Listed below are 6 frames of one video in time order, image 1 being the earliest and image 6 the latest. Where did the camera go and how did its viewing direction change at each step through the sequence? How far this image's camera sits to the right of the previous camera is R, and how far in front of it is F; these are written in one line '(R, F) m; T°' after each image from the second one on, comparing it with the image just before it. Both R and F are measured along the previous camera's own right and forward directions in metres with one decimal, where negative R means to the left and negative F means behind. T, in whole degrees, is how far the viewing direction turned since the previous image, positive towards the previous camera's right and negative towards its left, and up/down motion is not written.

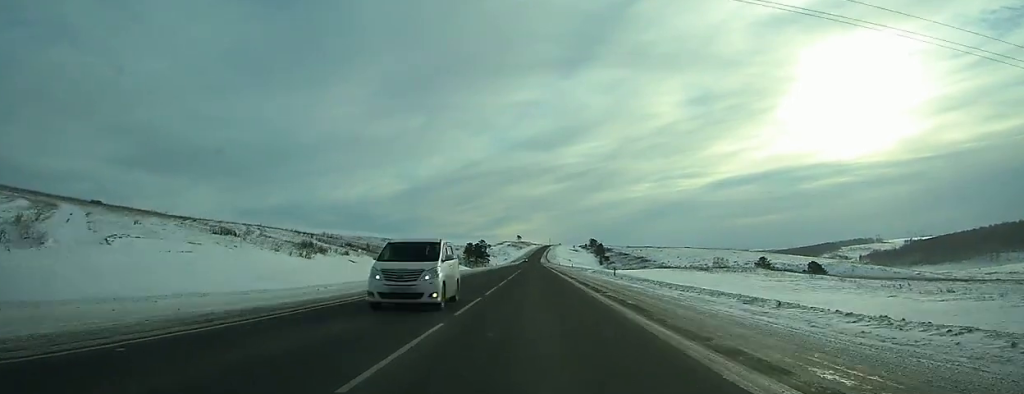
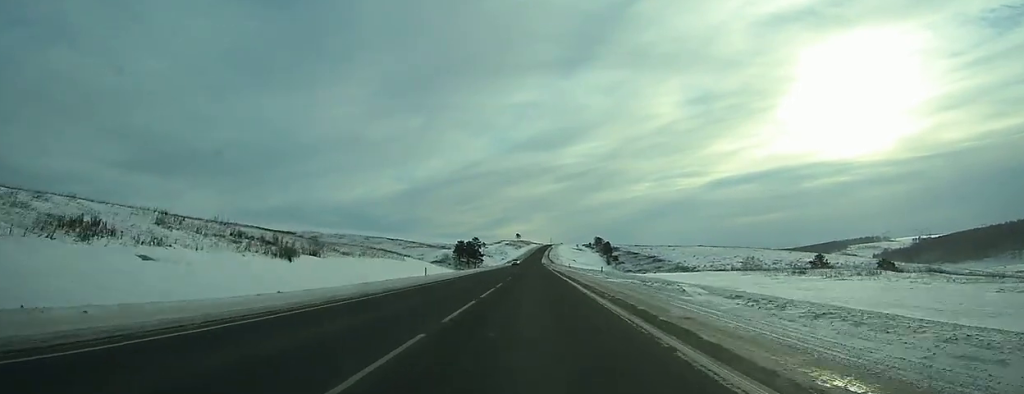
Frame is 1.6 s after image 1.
(-0.1, +40.7) m; 0°
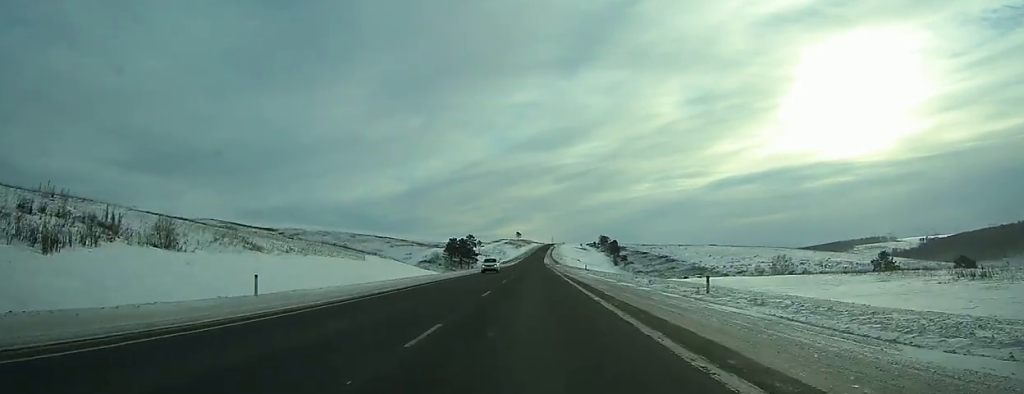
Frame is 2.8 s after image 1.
(0.0, +29.4) m; 0°
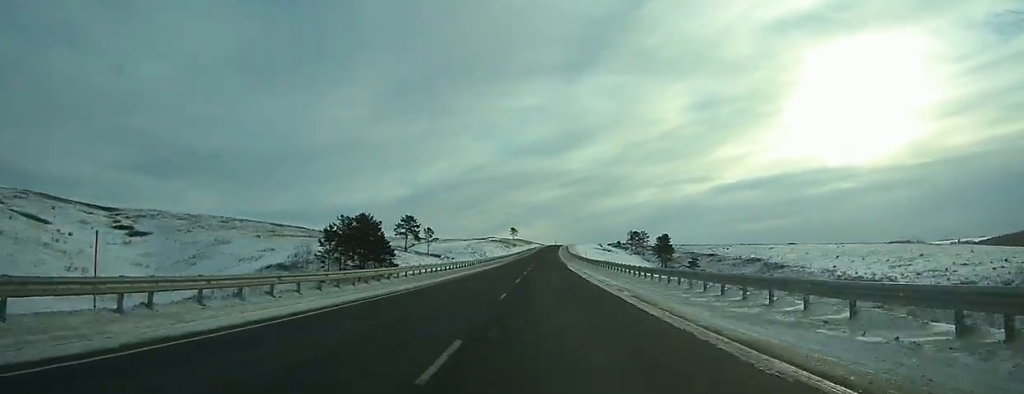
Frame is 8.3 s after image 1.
(-0.2, +140.9) m; 0°
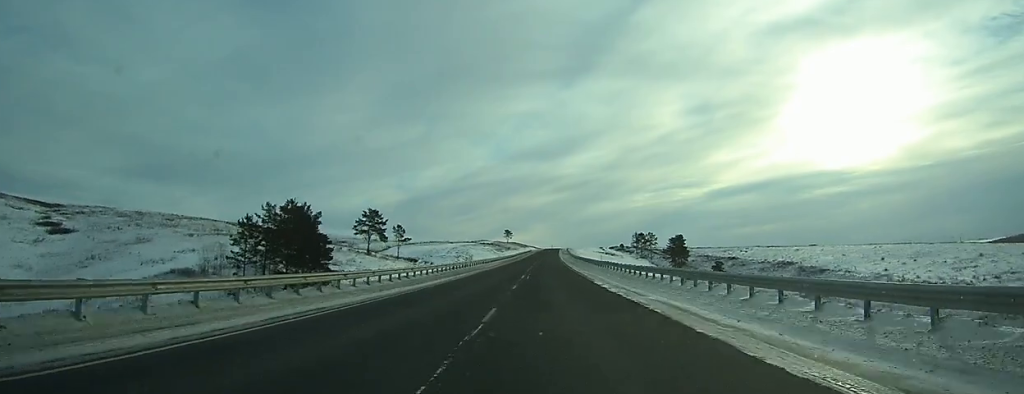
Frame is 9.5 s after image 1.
(0.0, +30.3) m; 0°
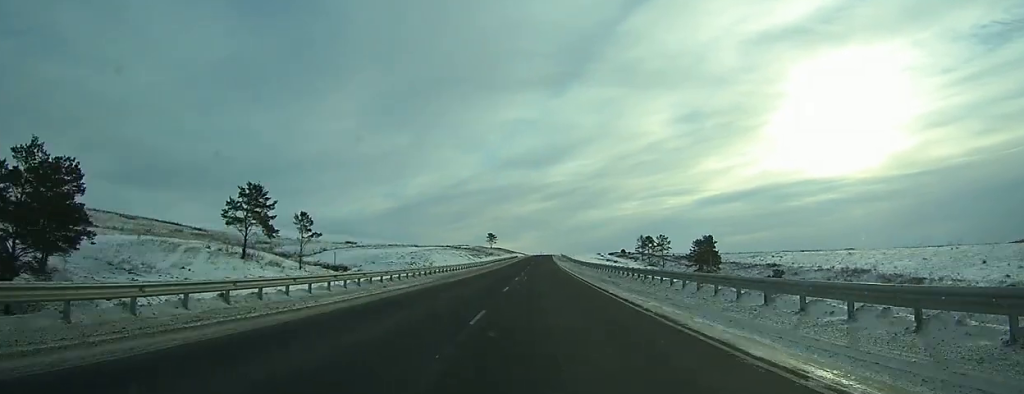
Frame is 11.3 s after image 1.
(+0.1, +48.5) m; +1°
